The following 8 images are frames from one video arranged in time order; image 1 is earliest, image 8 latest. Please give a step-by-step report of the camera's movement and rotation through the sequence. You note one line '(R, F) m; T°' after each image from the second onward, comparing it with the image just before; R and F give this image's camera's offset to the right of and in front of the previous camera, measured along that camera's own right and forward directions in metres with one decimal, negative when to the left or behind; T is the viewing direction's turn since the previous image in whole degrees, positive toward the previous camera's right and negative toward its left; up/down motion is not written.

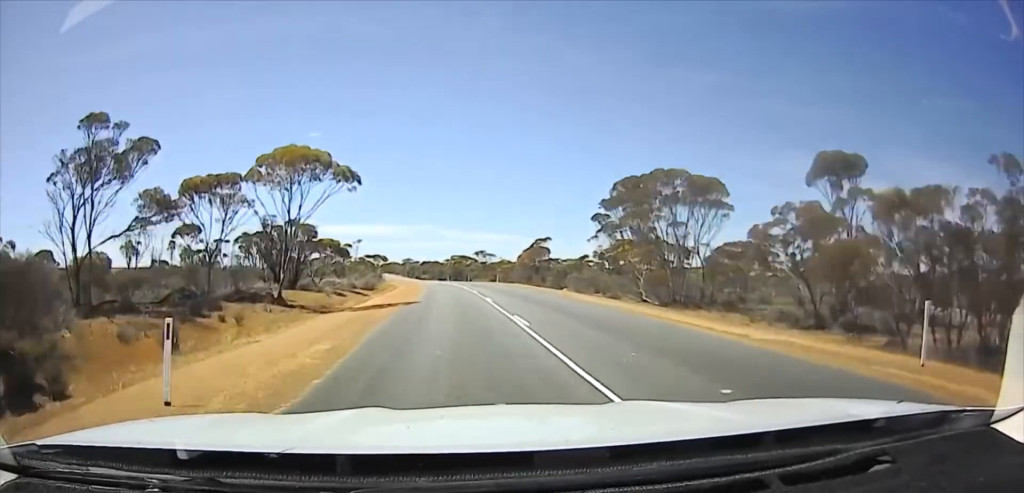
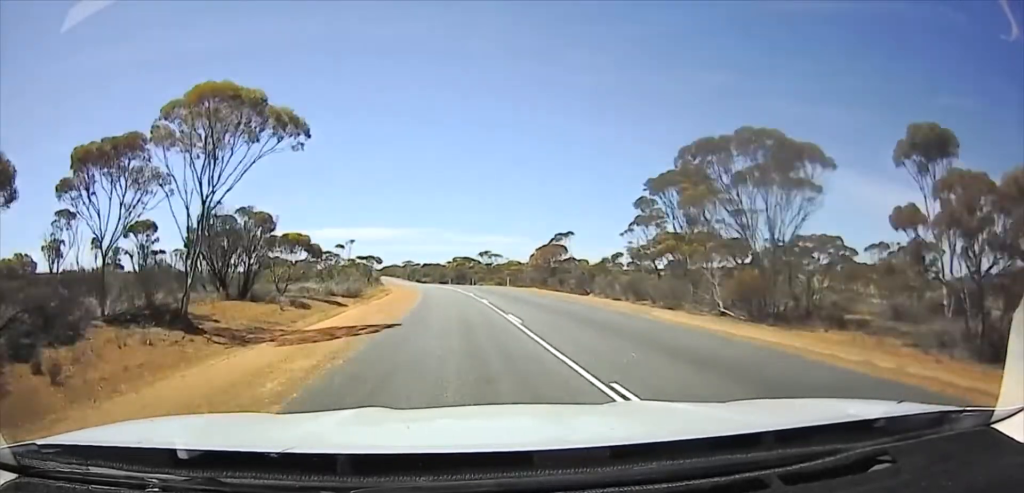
(0.0, +13.6) m; 0°
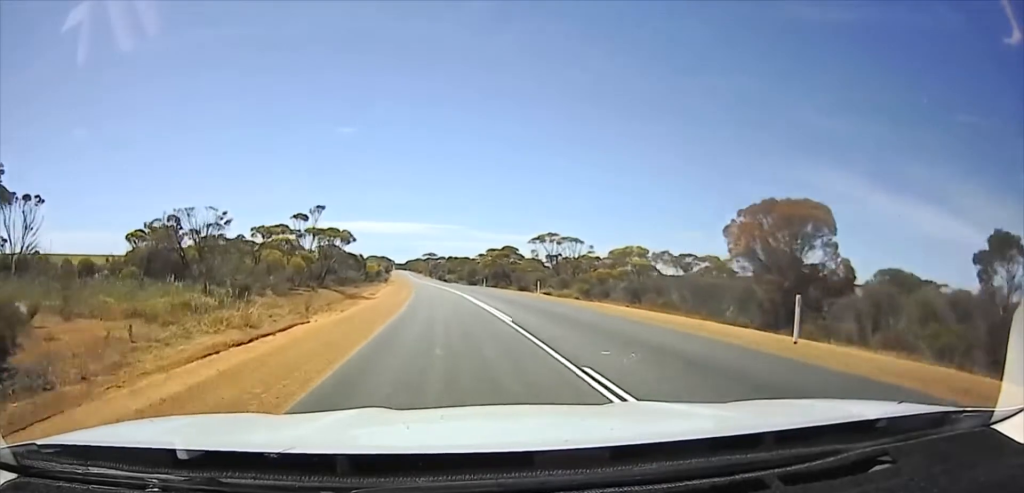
(0.0, +50.3) m; 0°
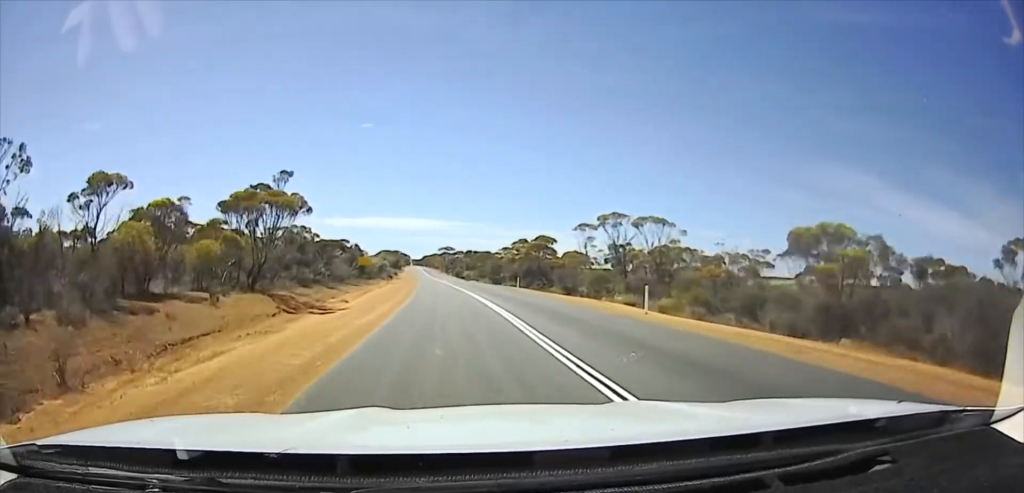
(-0.1, +18.3) m; +1°
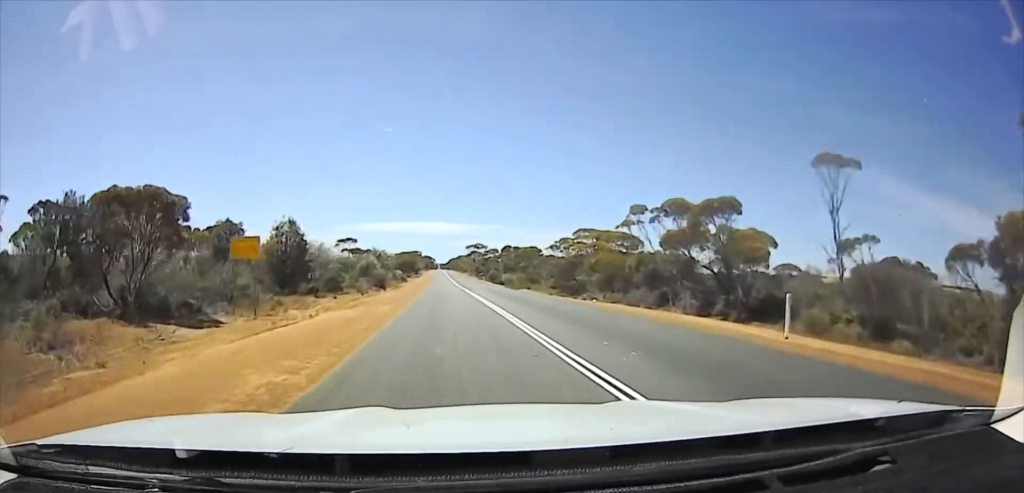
(+0.8, +28.5) m; +2°
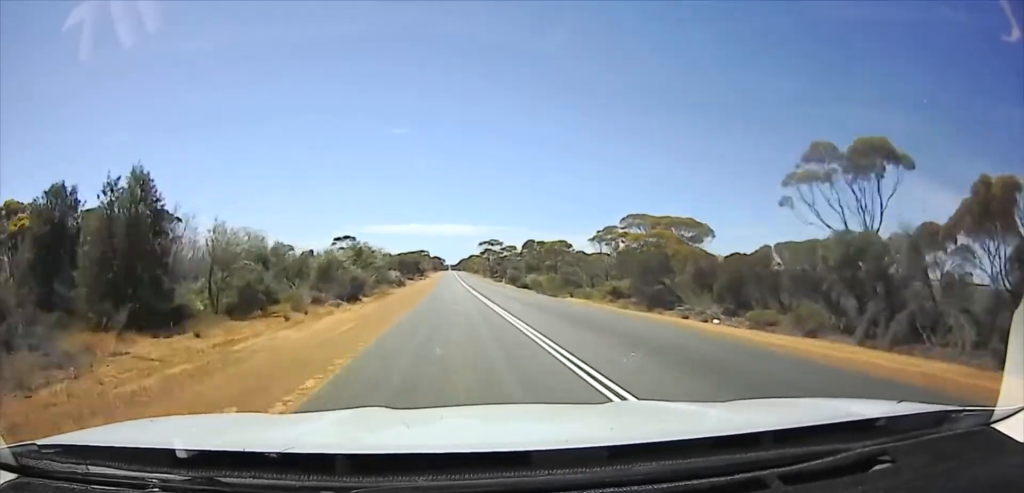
(0.0, +11.6) m; 0°
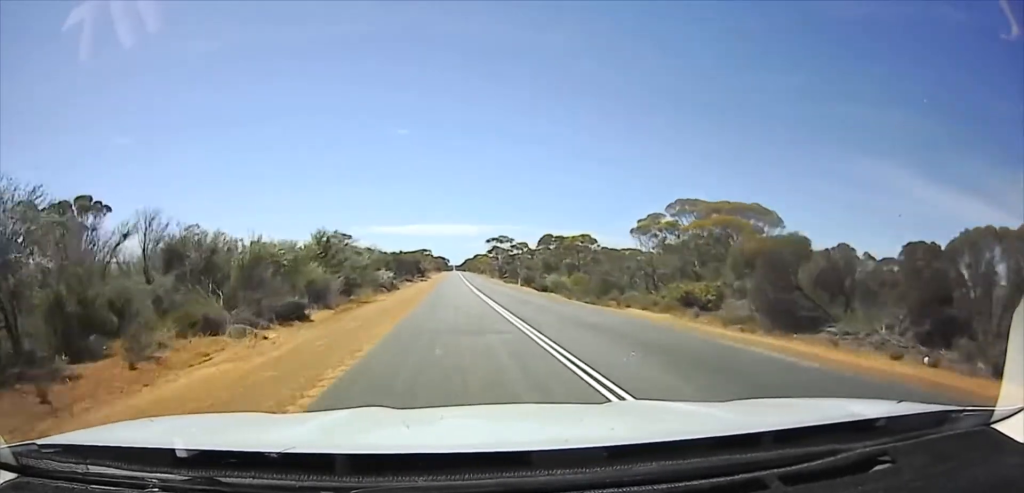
(0.0, +7.8) m; -1°
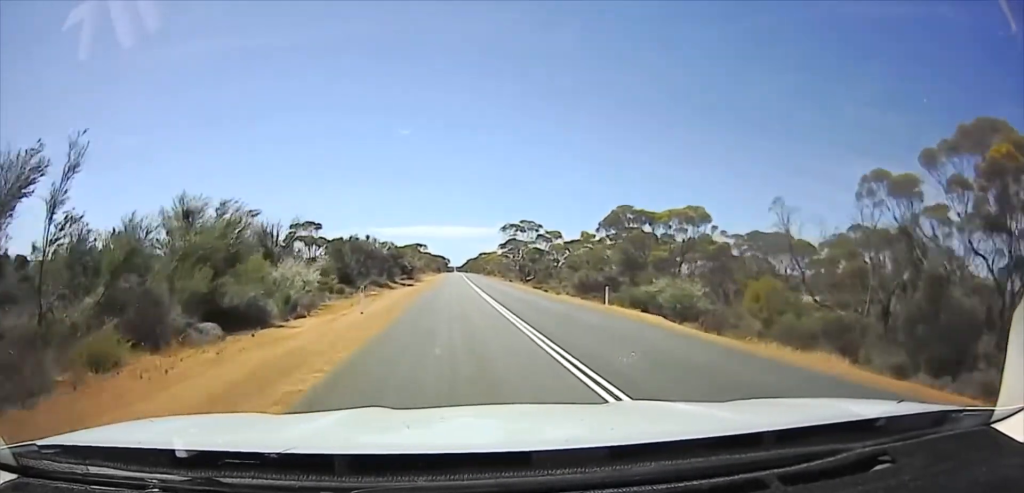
(-0.6, +18.7) m; -3°
